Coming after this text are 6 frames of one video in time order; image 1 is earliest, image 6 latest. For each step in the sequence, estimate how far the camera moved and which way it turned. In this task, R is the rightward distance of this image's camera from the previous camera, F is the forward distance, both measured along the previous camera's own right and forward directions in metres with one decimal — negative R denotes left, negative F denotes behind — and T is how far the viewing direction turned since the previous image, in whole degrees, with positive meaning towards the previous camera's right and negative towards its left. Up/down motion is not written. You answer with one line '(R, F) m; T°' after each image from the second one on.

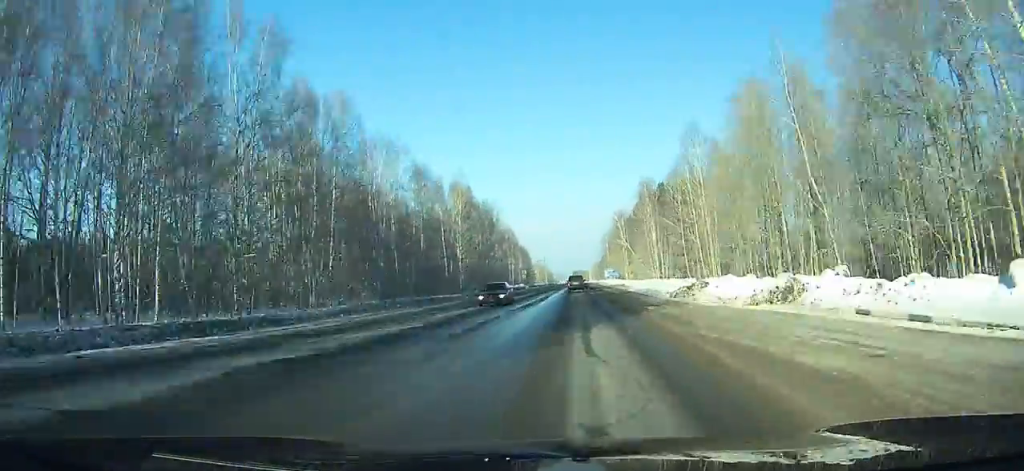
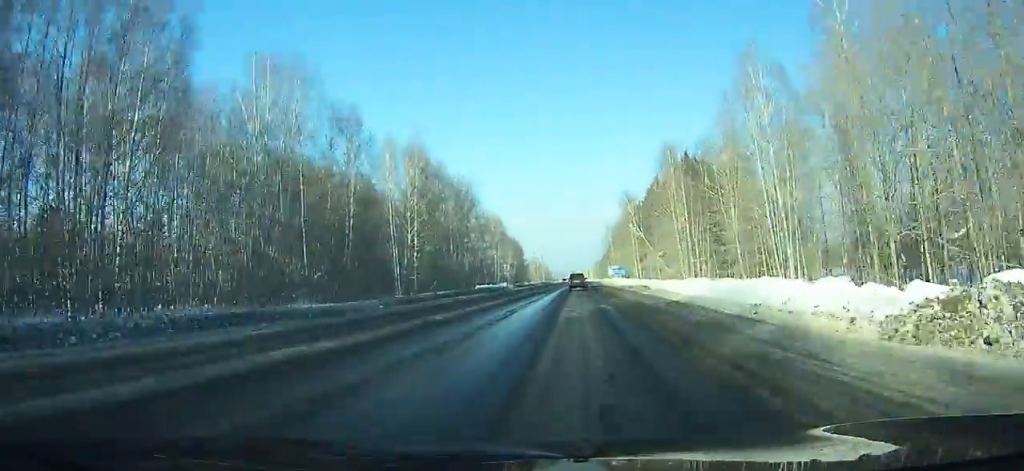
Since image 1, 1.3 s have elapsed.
(-2.7, +24.5) m; -5°
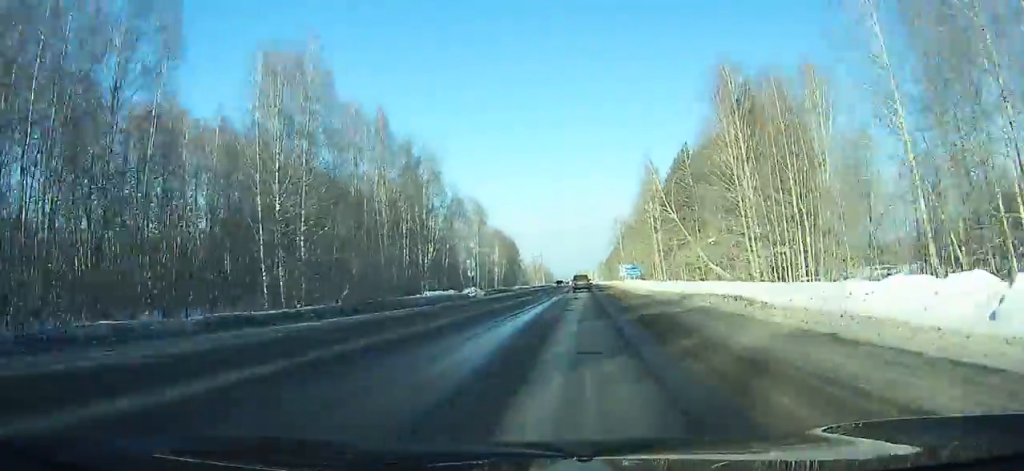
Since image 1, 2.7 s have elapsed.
(-1.0, +27.1) m; +4°
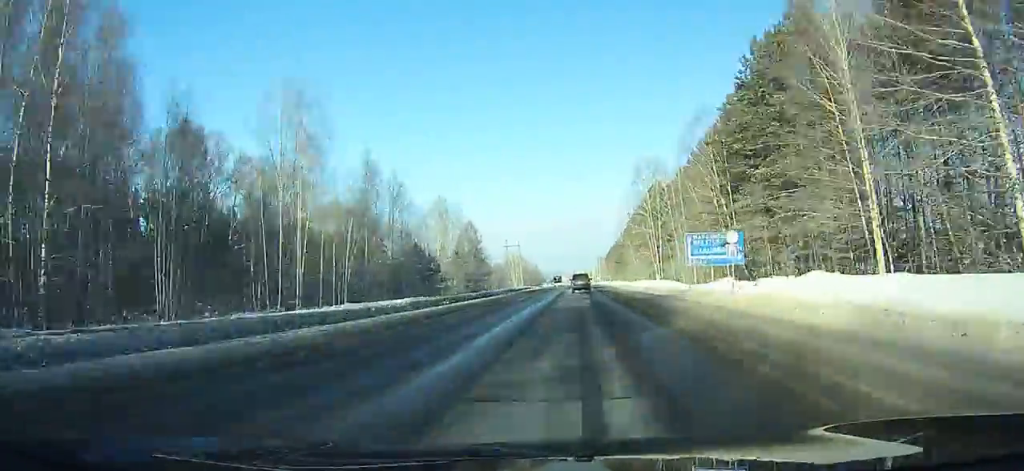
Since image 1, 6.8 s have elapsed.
(+10.5, +71.7) m; -4°
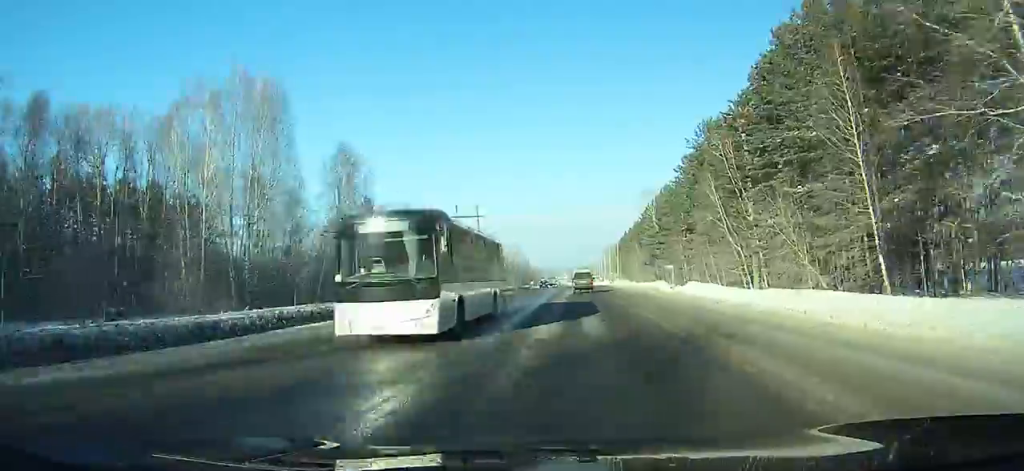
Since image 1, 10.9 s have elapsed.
(-18.3, +96.2) m; -6°
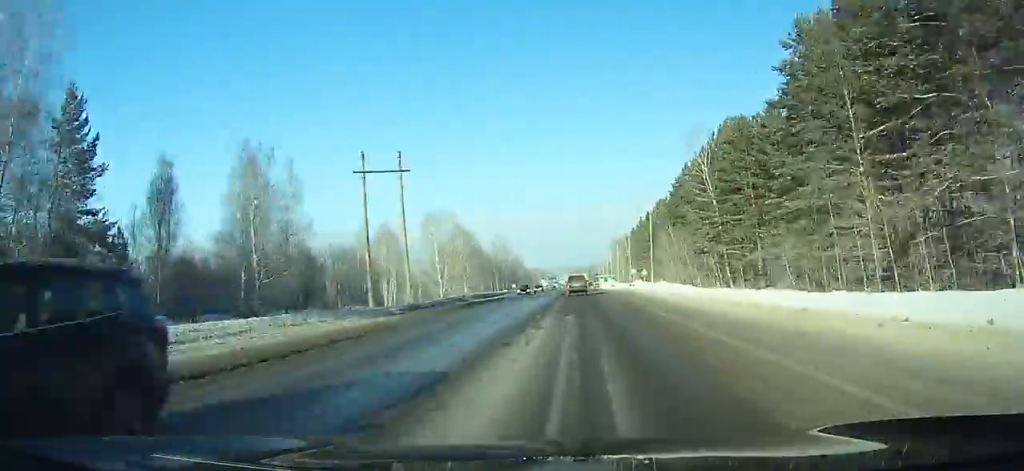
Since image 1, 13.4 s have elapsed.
(+3.2, +59.1) m; +4°
